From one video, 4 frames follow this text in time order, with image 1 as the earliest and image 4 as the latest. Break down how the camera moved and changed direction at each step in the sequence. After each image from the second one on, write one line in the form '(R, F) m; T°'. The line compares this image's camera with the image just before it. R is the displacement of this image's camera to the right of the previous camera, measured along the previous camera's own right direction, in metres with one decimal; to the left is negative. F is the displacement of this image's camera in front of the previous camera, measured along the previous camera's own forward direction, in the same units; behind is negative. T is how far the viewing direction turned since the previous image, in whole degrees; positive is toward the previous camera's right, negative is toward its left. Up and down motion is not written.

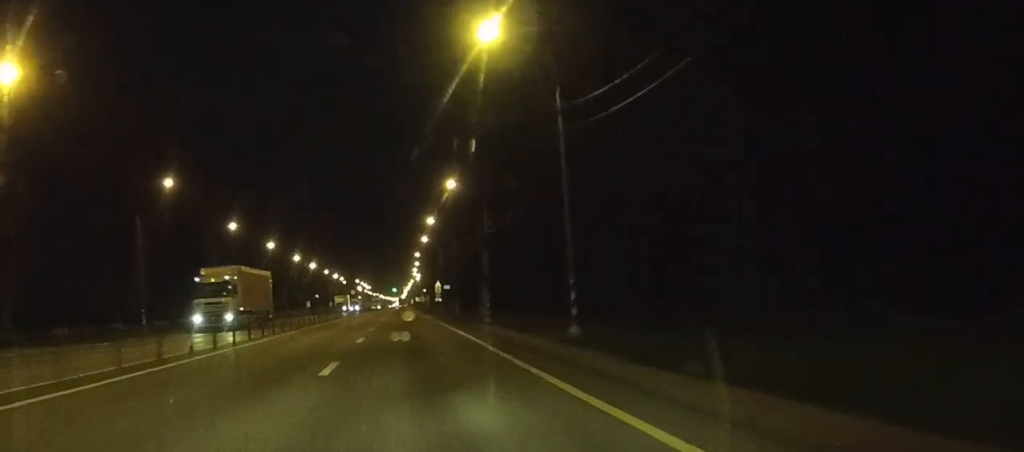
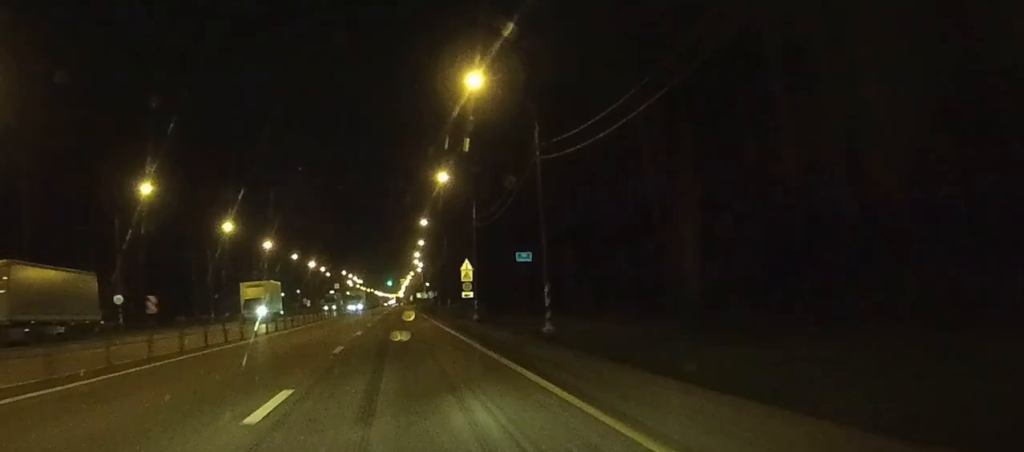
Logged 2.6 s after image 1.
(-0.3, +65.8) m; 0°
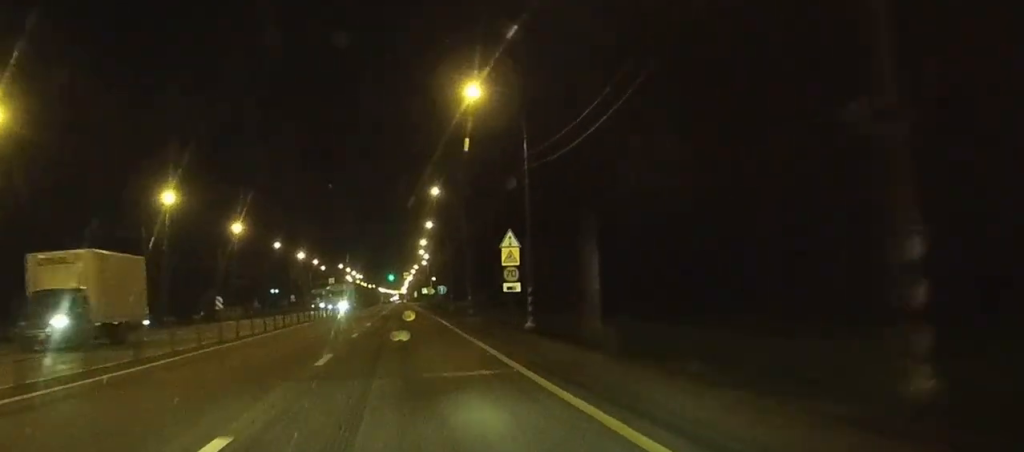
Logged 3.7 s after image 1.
(0.0, +28.3) m; 0°
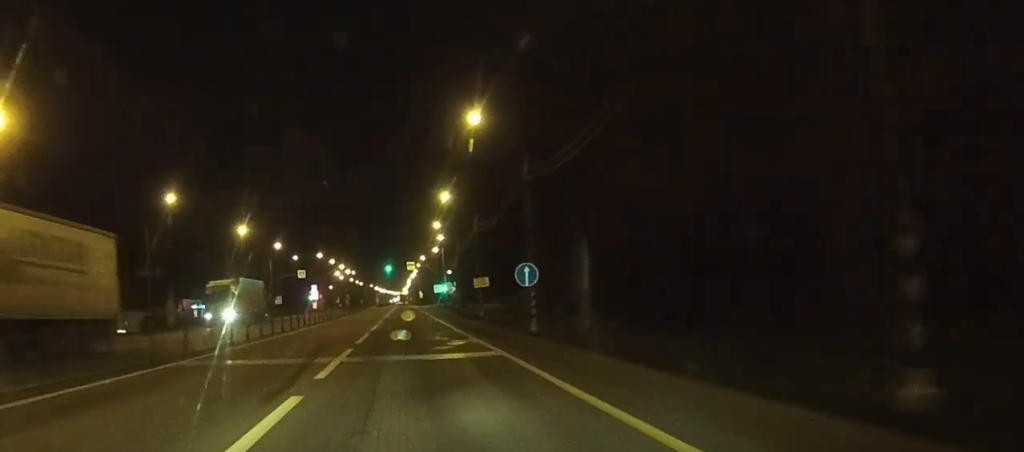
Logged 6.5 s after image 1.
(+0.5, +68.3) m; +1°
